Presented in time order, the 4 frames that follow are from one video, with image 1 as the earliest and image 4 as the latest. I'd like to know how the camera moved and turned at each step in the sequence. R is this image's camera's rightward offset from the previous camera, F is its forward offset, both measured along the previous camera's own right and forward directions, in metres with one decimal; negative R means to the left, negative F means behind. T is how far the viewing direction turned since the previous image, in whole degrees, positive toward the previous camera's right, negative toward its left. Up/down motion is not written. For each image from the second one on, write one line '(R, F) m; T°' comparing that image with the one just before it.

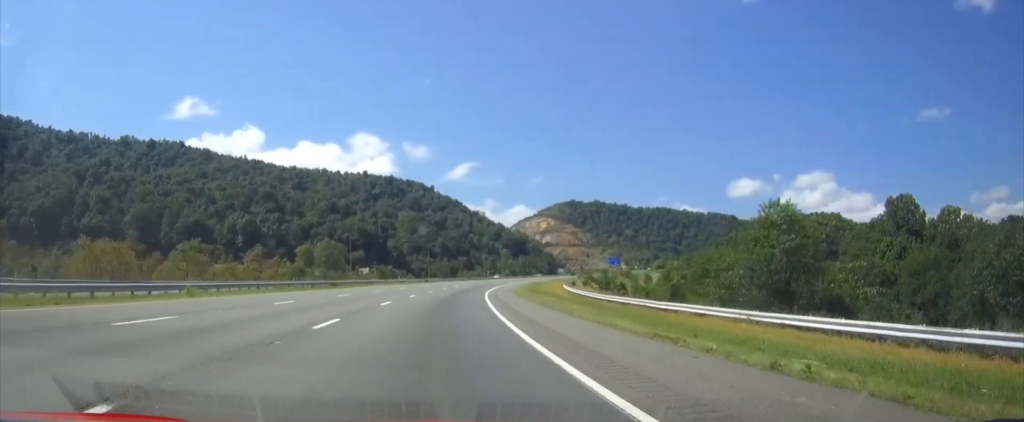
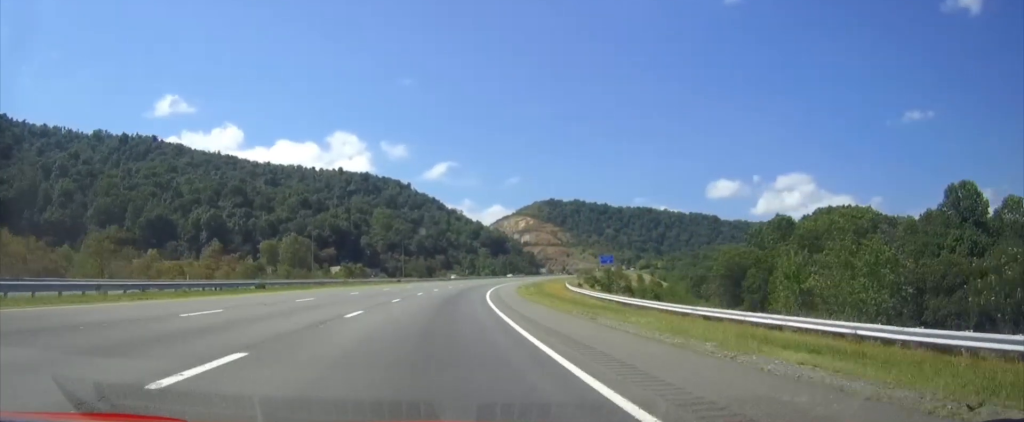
(+0.4, +21.2) m; +2°
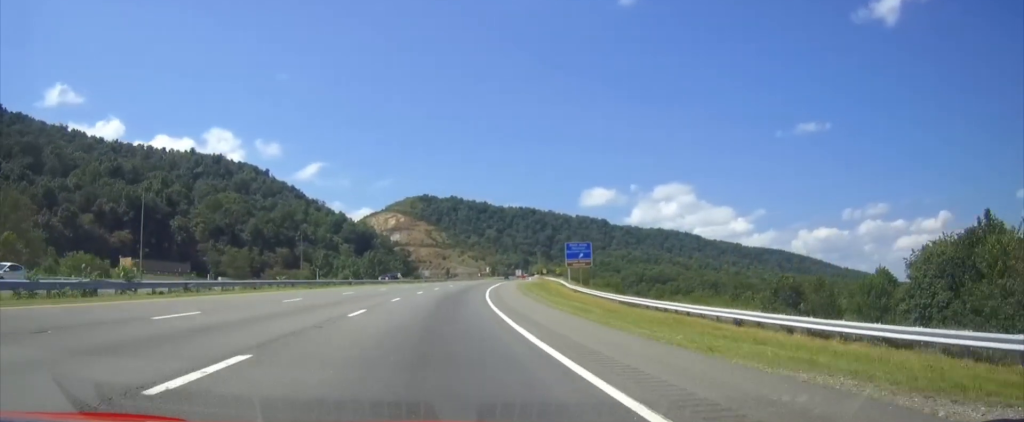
(+10.9, +110.9) m; +11°
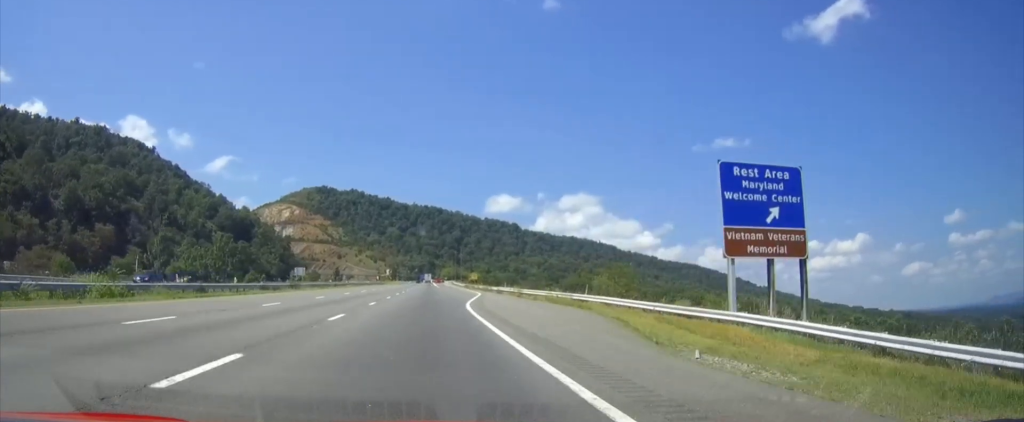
(+6.8, +86.7) m; +8°
